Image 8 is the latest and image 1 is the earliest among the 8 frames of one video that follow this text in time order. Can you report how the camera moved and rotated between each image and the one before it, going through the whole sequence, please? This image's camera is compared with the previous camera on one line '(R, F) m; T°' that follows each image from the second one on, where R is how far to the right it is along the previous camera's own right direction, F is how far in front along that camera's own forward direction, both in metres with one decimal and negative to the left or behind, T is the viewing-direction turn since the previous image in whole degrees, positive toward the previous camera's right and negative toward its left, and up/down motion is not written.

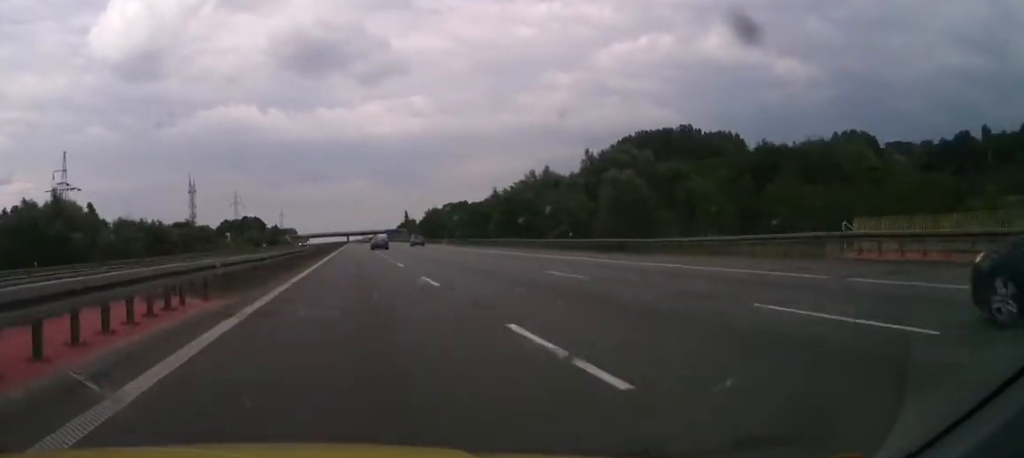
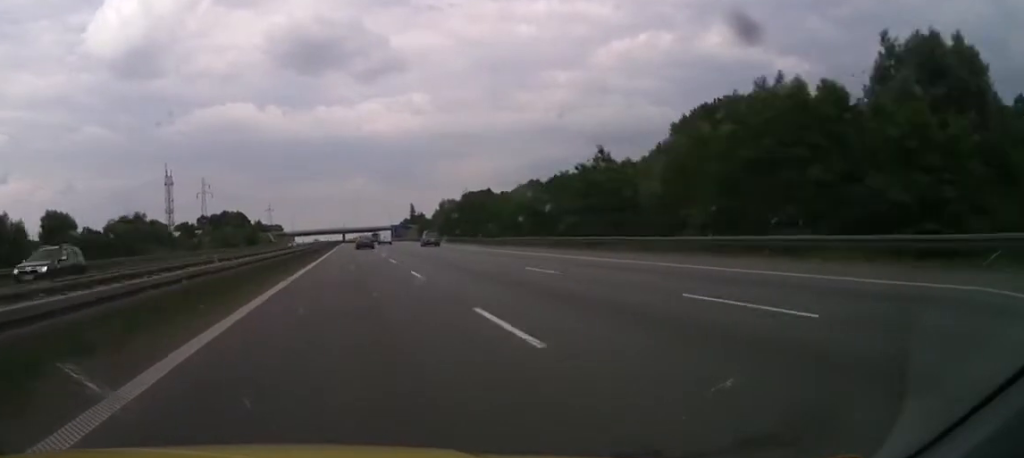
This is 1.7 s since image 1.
(+0.8, +69.6) m; +1°
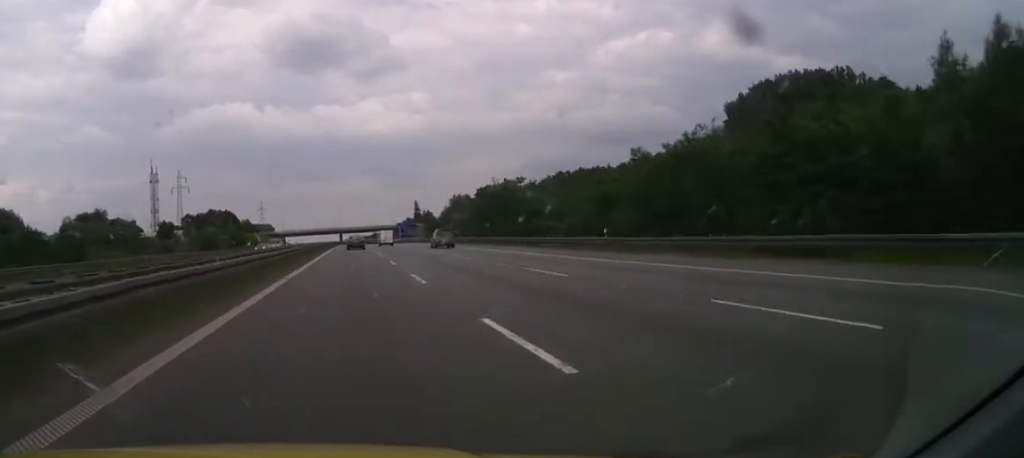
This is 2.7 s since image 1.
(0.0, +37.8) m; 0°
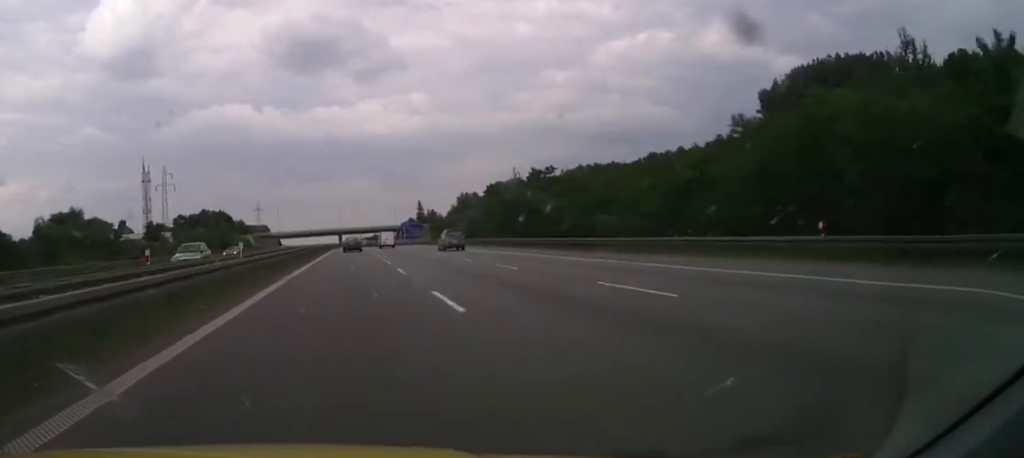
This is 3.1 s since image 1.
(0.0, +18.9) m; 0°
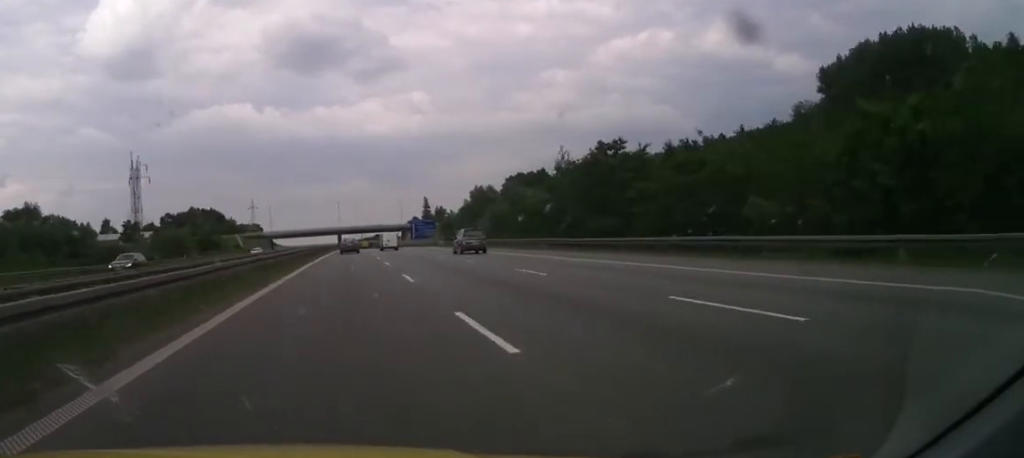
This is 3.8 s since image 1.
(0.0, +28.2) m; 0°
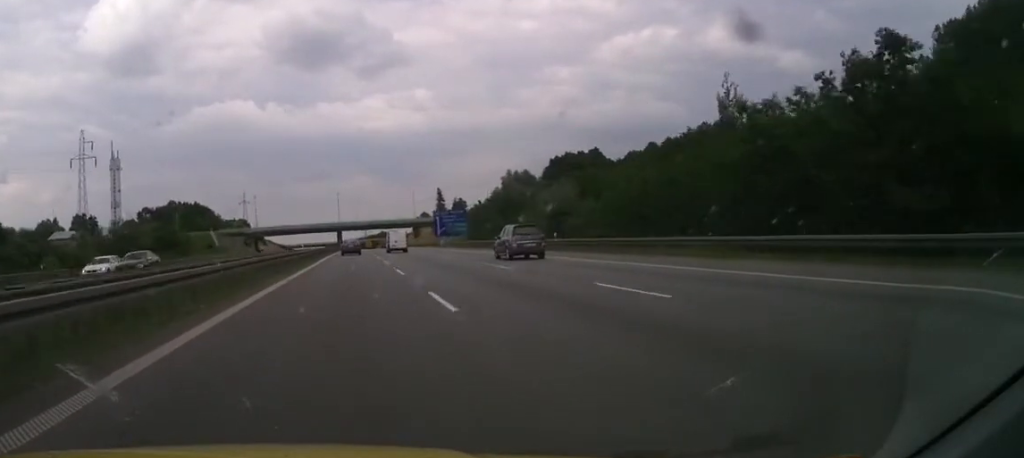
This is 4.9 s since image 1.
(0.0, +44.1) m; 0°
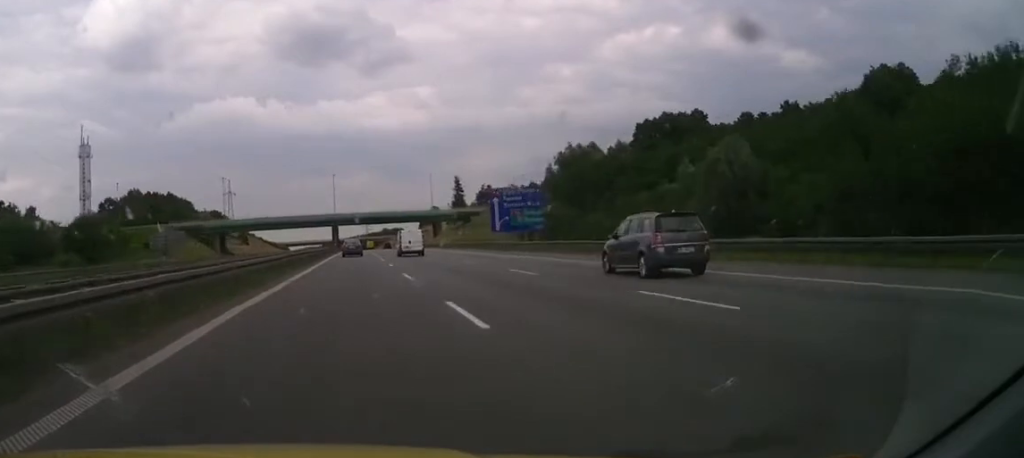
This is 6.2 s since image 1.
(0.0, +50.3) m; 0°
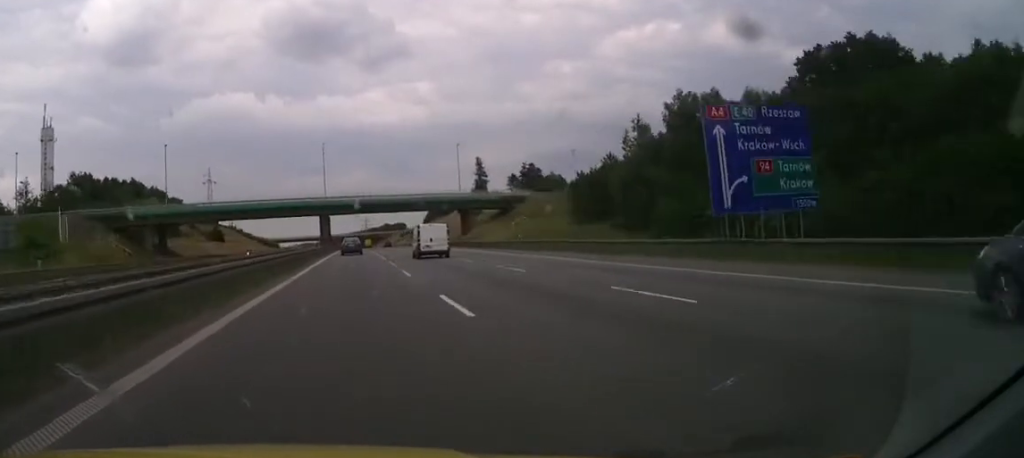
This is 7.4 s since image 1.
(0.0, +46.1) m; 0°
